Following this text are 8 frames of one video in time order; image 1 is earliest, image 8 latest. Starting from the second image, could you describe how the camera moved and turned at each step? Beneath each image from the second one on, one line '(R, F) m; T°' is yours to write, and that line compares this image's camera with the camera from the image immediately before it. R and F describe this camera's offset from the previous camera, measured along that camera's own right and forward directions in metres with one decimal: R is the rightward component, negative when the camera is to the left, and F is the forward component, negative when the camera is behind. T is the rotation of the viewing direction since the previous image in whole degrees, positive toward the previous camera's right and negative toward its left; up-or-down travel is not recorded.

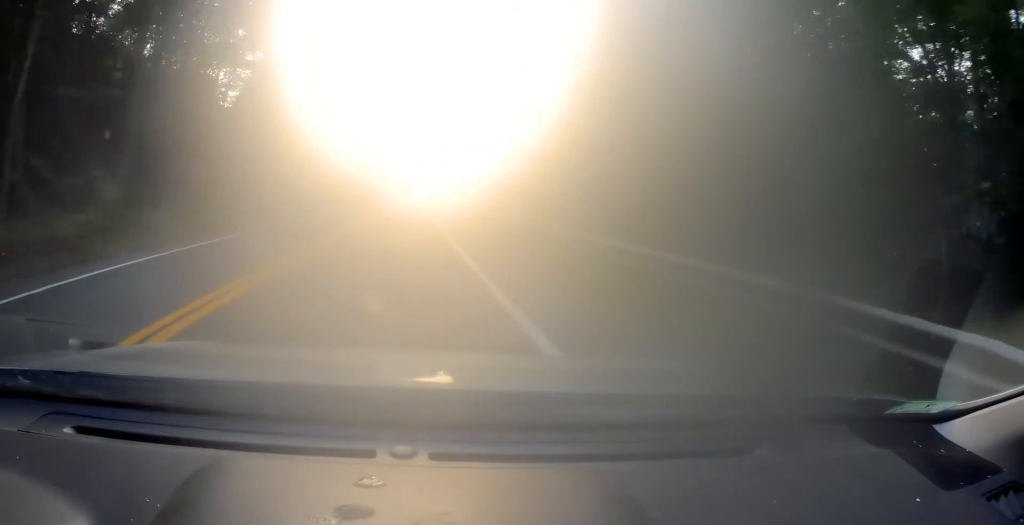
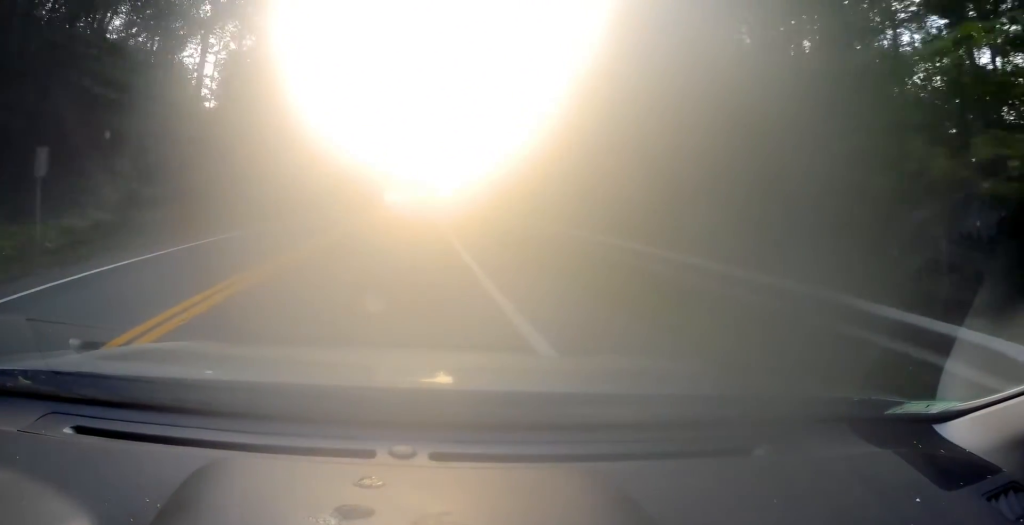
(-0.2, +11.6) m; -1°
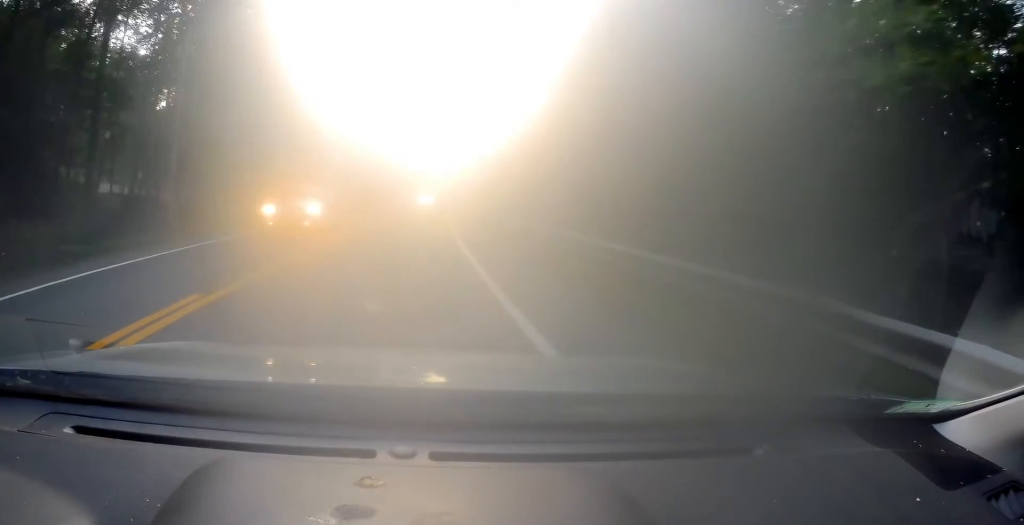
(-0.5, +20.8) m; -2°
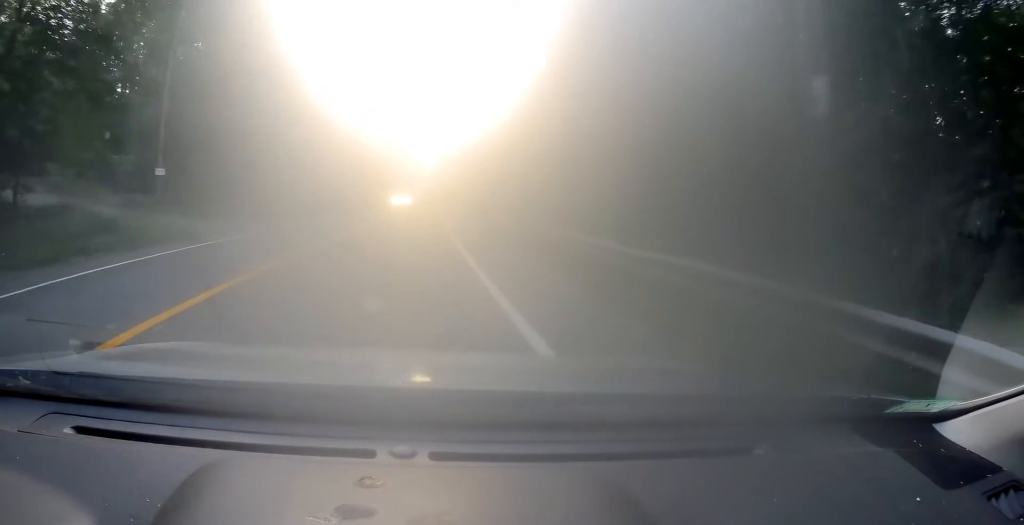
(-0.4, +16.0) m; +1°
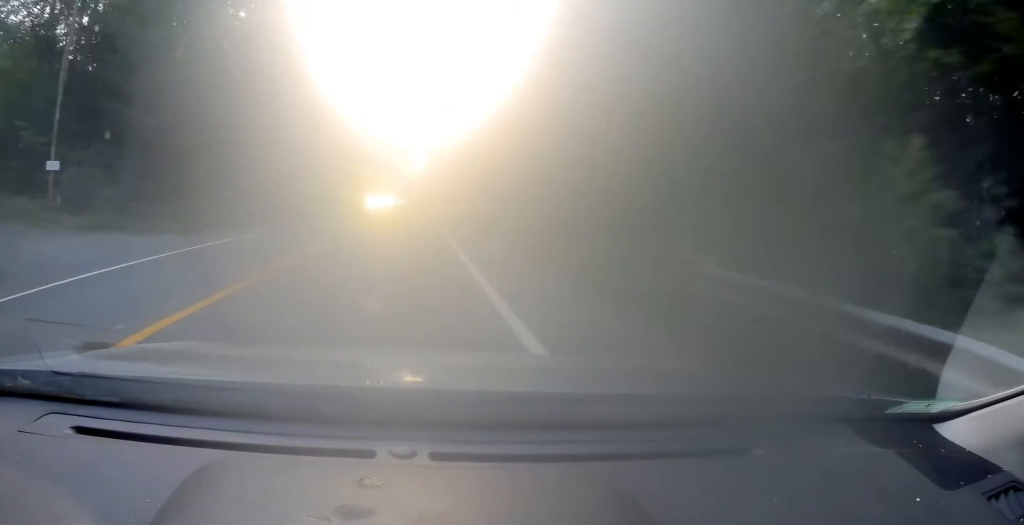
(+0.3, +10.4) m; +1°
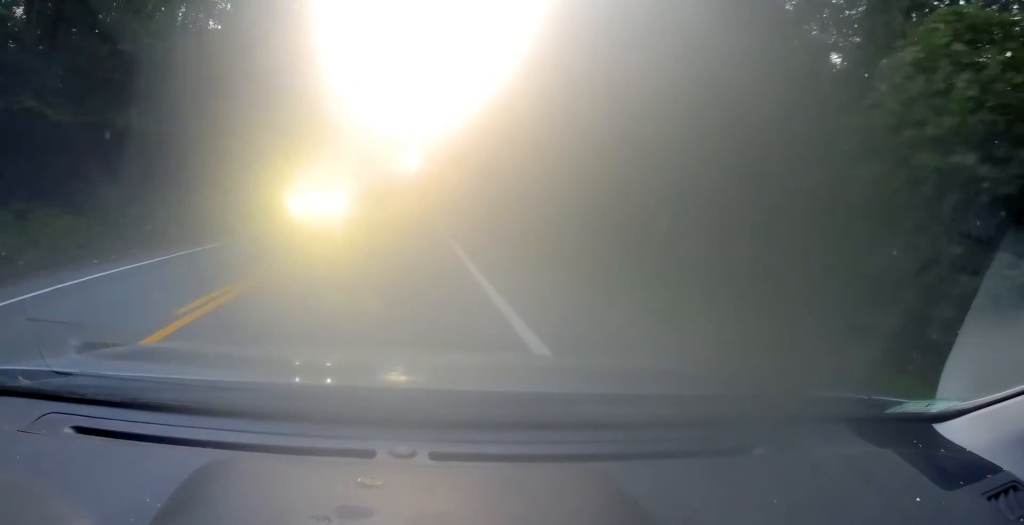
(+0.4, +16.9) m; +2°
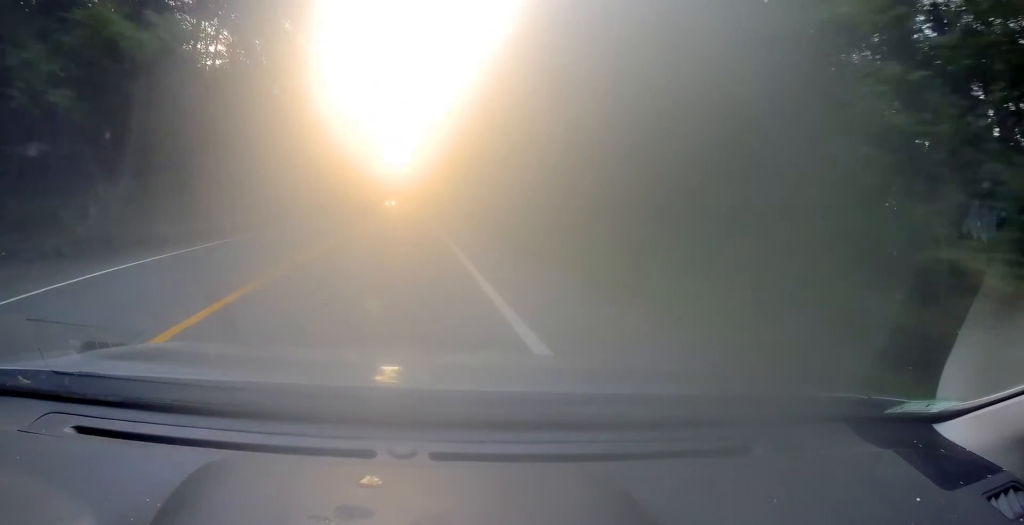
(+0.5, +39.5) m; 0°
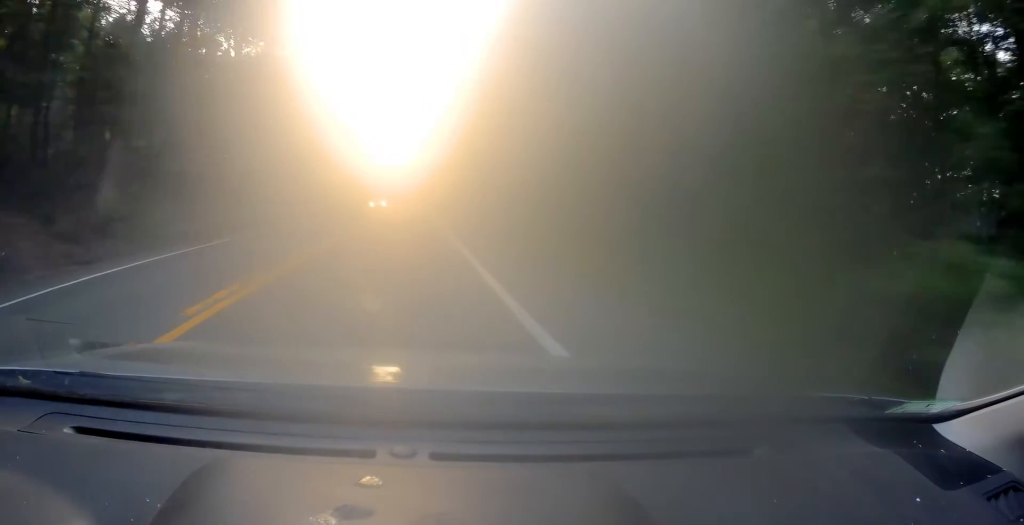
(+1.0, +45.3) m; +3°
